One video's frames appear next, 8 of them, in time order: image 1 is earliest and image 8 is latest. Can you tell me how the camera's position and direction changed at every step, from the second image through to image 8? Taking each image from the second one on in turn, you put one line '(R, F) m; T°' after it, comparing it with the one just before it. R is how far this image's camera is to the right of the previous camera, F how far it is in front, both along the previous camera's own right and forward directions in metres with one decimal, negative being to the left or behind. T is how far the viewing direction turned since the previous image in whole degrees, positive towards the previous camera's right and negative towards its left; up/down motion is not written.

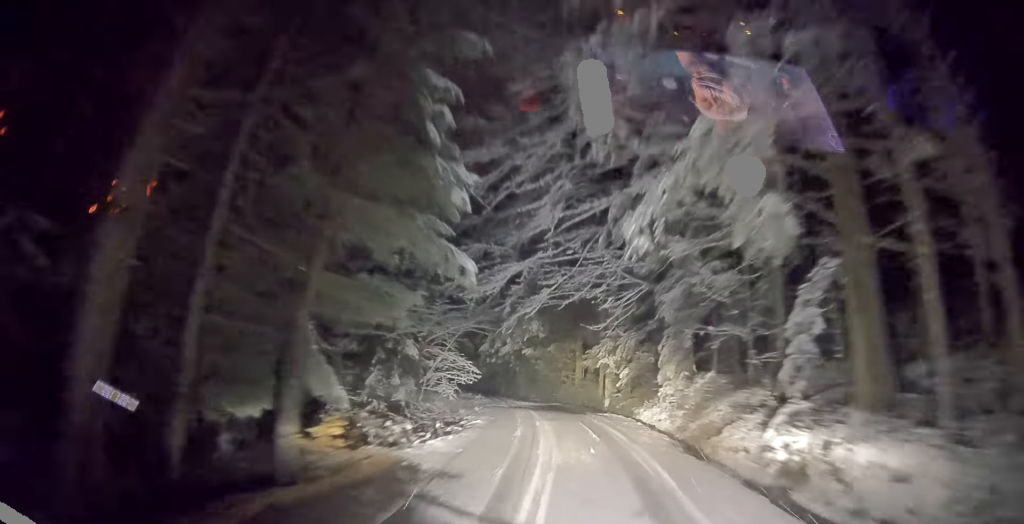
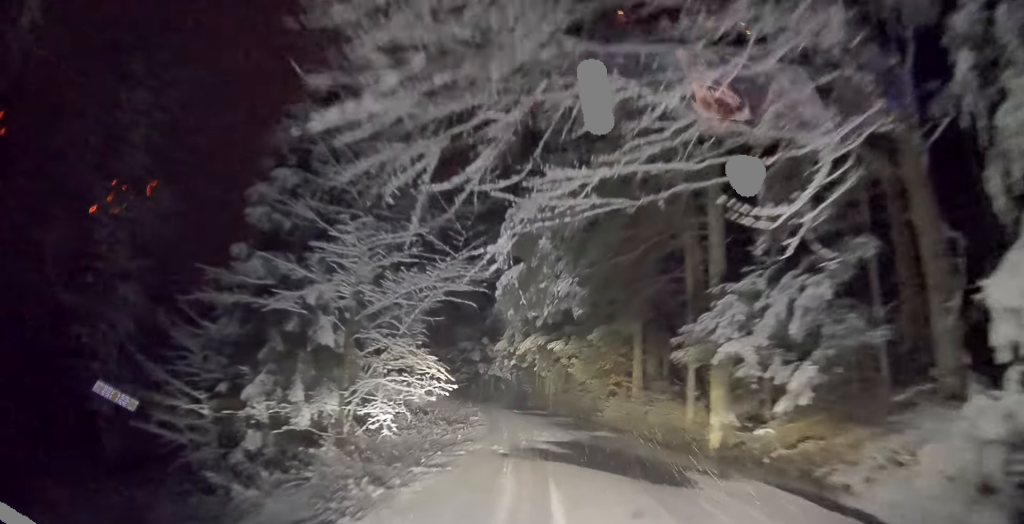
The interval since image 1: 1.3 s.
(+0.7, +10.6) m; +9°
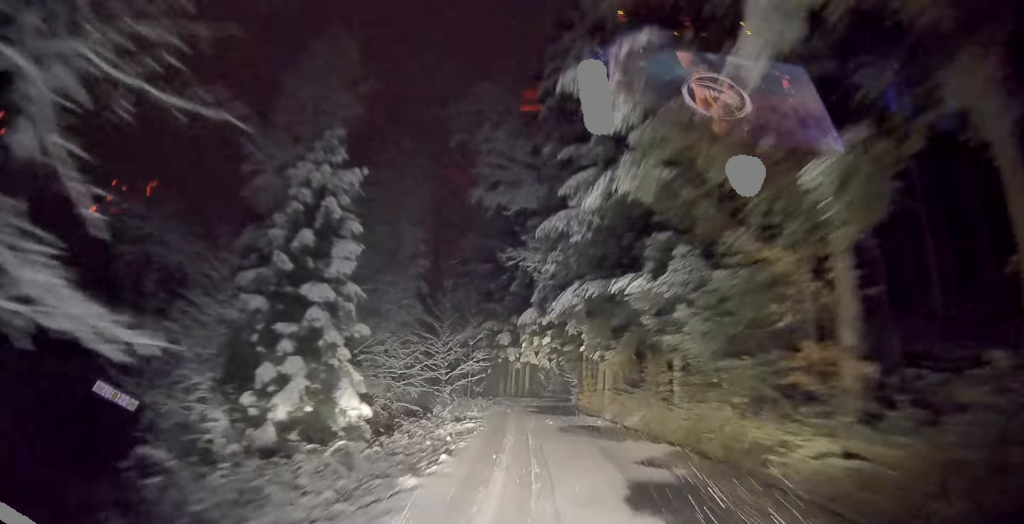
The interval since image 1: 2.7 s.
(+1.0, +12.8) m; +7°
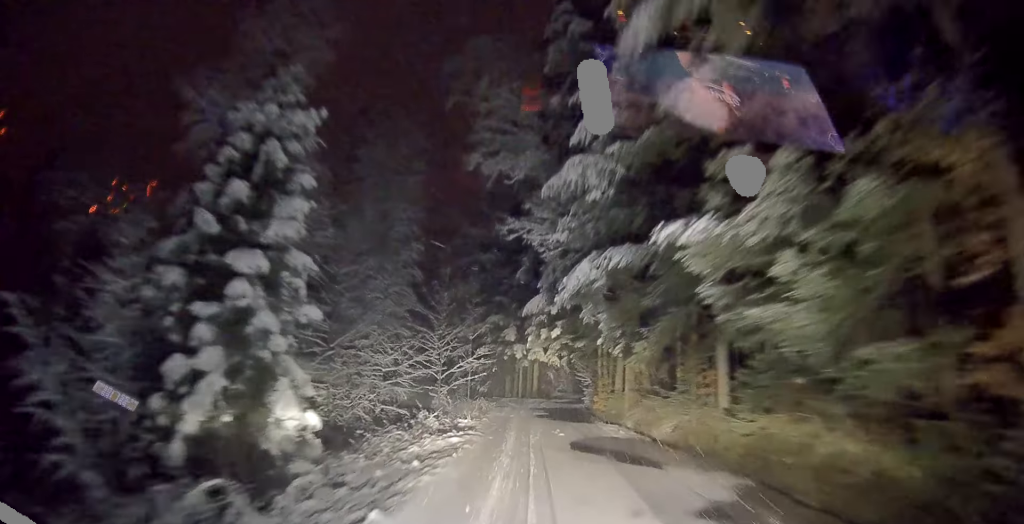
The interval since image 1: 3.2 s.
(0.0, +3.8) m; +1°
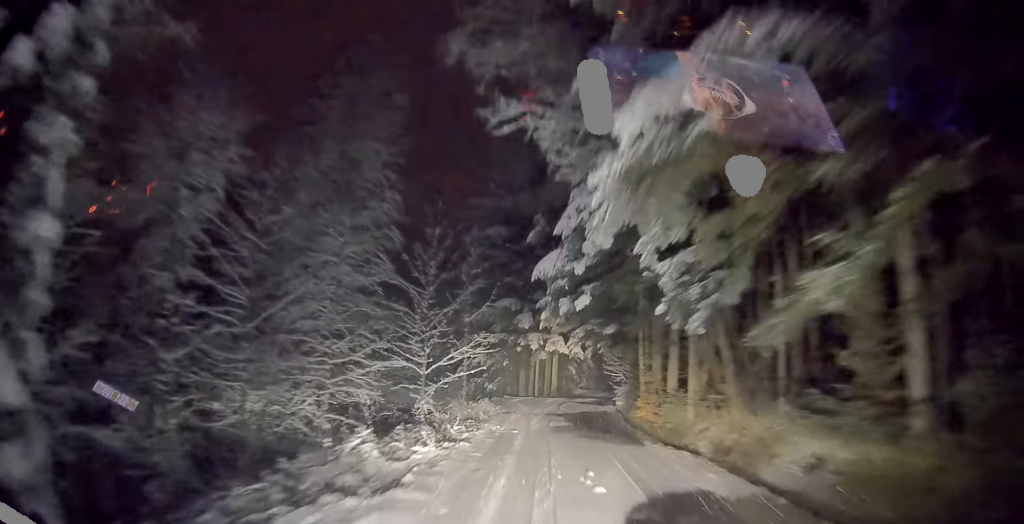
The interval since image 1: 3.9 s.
(+0.3, +6.9) m; 0°
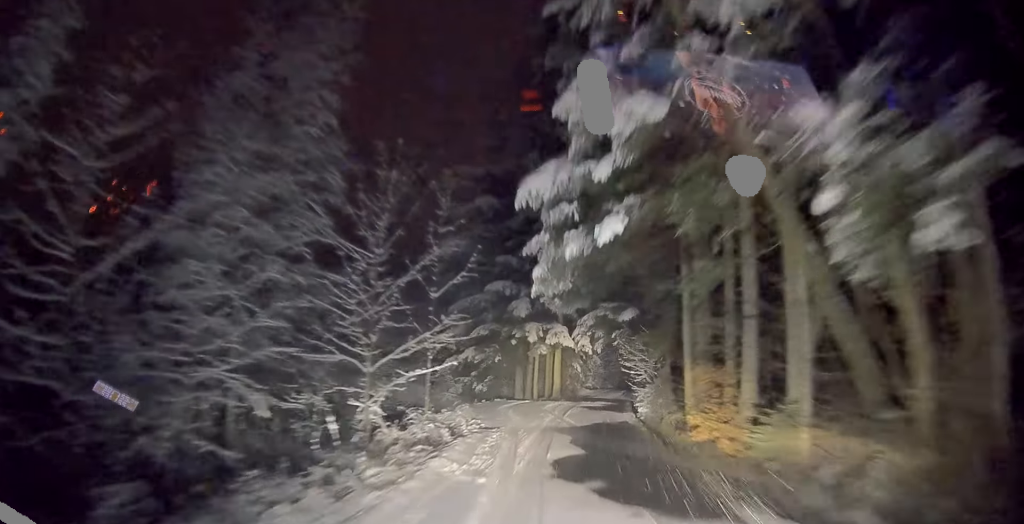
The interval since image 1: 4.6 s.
(-0.2, +6.0) m; 0°
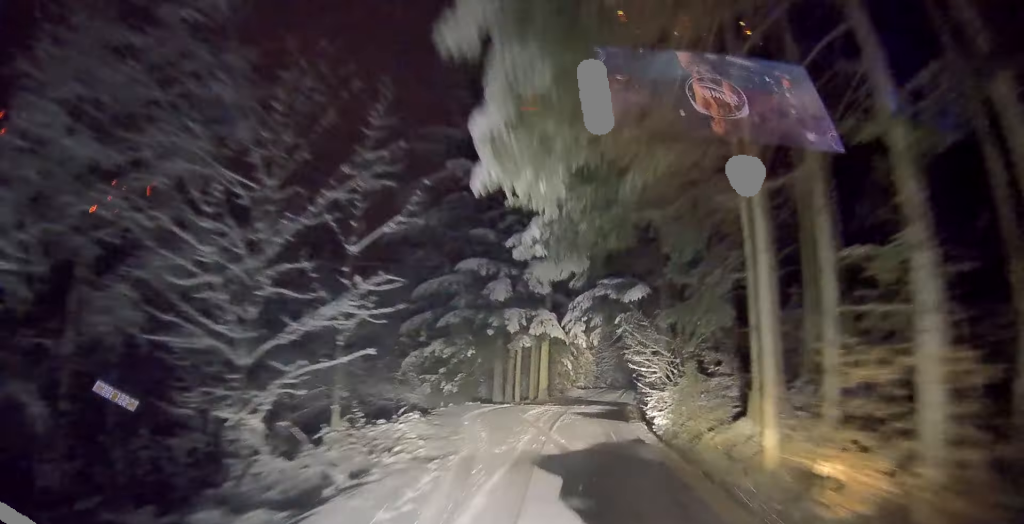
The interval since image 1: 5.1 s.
(-0.1, +5.3) m; 0°
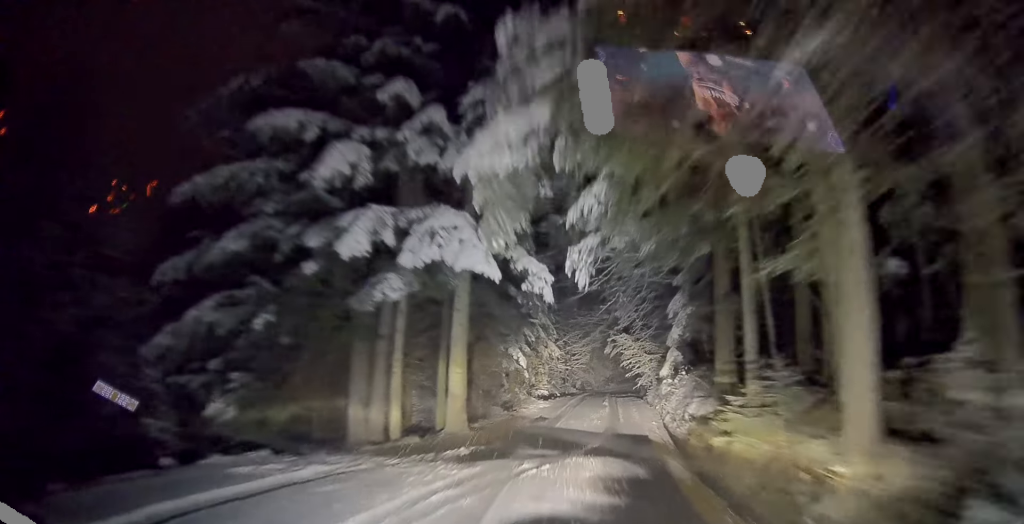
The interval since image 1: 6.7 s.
(+0.5, +14.7) m; +2°
